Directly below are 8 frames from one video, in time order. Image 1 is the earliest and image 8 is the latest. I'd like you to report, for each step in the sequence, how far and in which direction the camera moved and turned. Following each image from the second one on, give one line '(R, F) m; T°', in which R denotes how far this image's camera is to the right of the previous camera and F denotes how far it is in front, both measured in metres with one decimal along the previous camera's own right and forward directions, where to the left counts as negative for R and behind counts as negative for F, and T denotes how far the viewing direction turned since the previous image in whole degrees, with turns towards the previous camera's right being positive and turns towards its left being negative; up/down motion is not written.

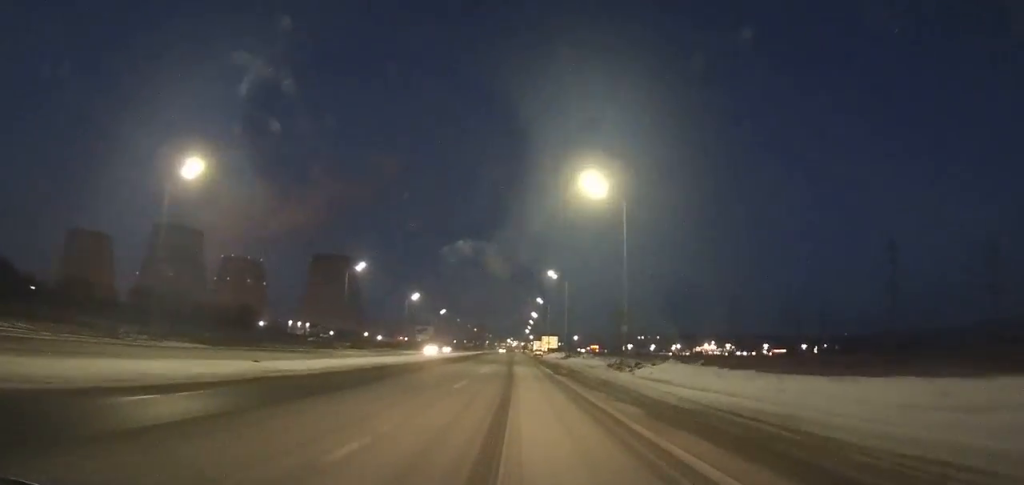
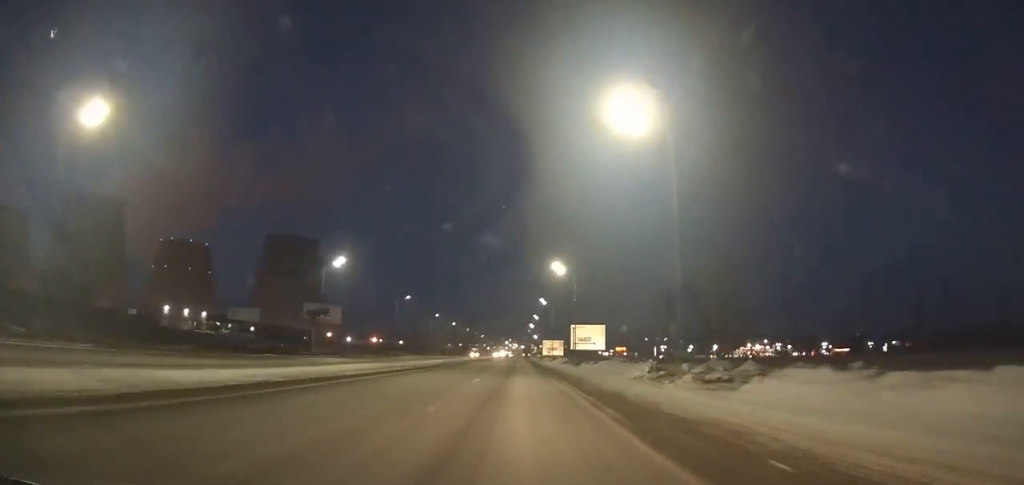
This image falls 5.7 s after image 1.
(-0.2, +99.7) m; 0°
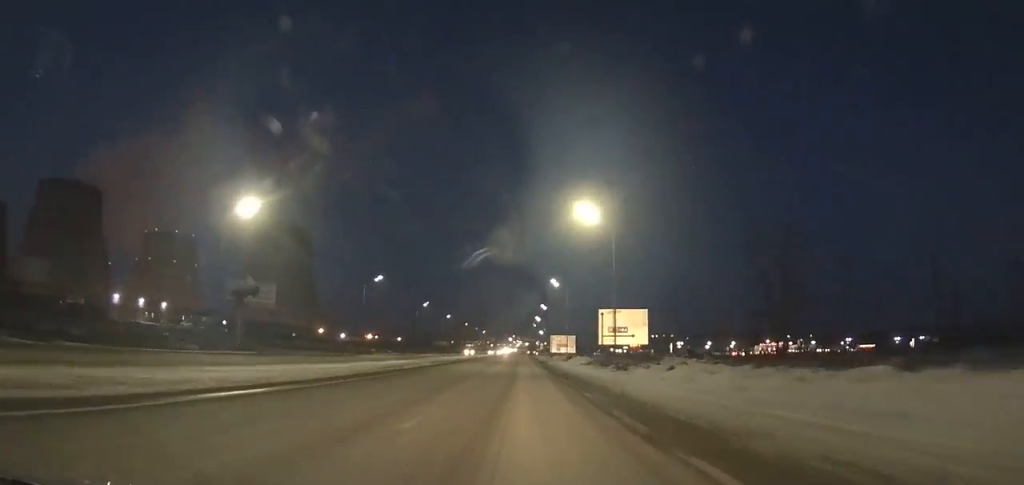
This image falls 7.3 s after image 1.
(0.0, +26.7) m; 0°
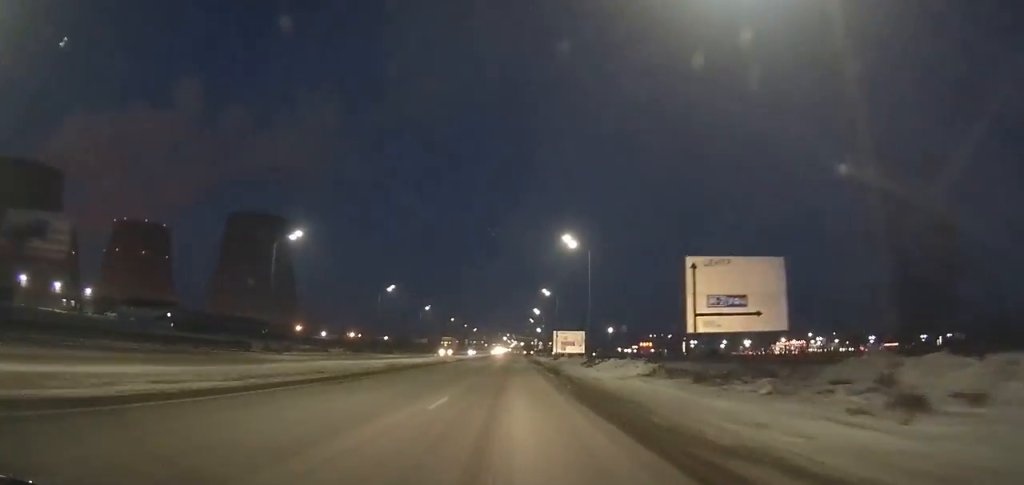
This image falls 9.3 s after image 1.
(+0.1, +32.2) m; 0°
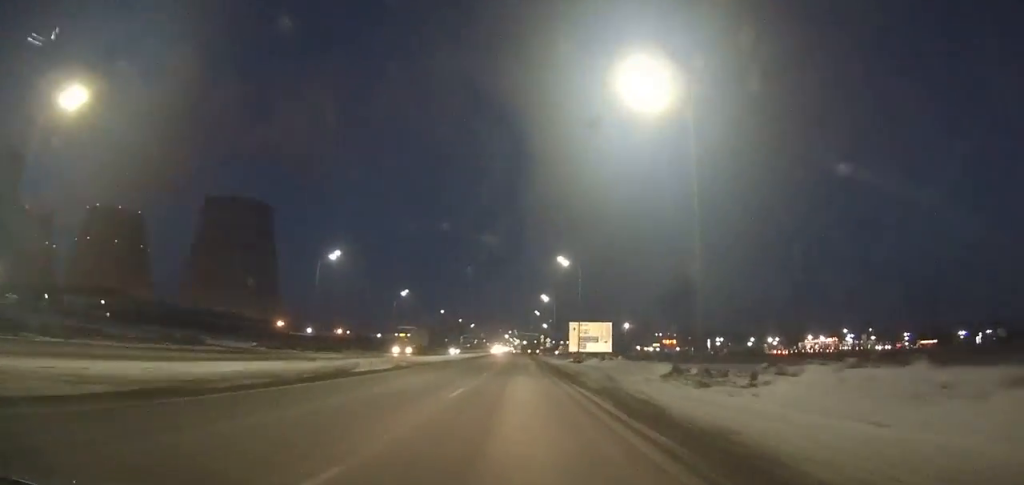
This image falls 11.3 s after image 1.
(0.0, +31.3) m; 0°
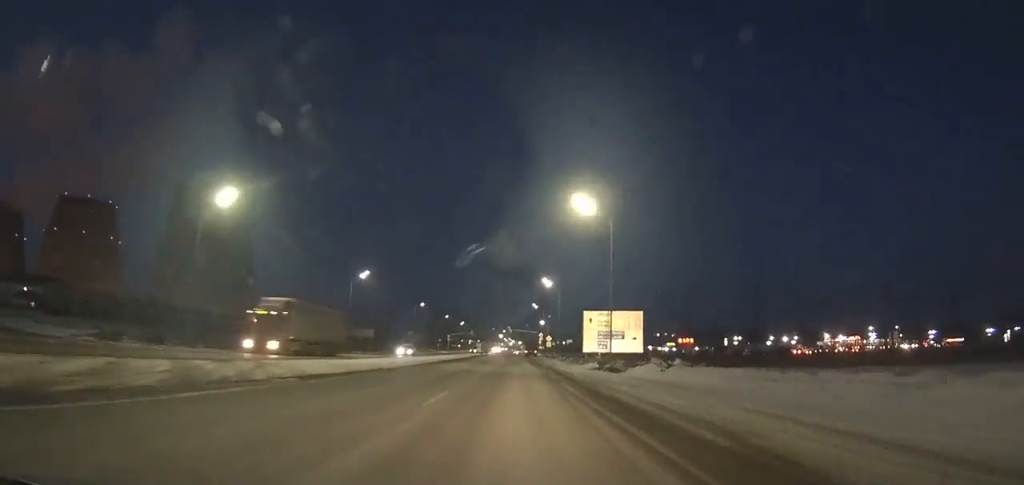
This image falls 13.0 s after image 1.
(+0.1, +25.4) m; 0°
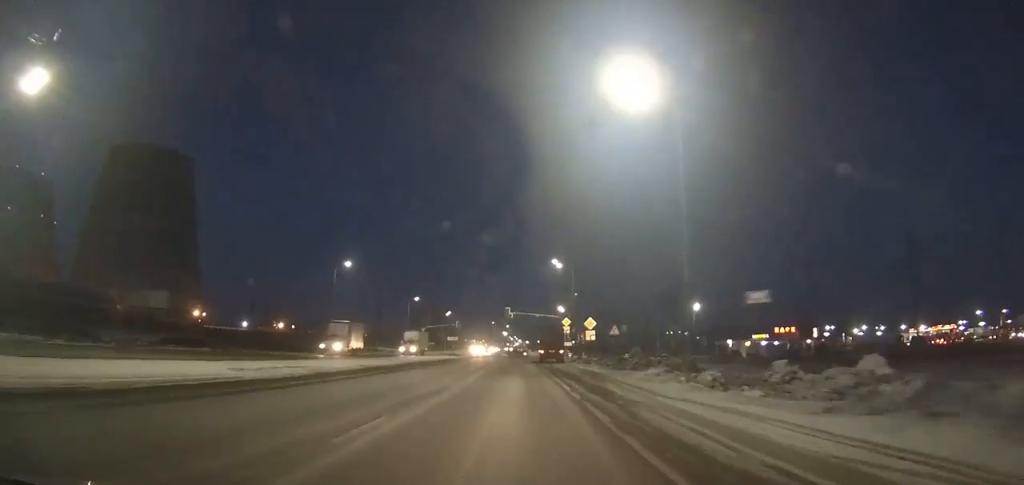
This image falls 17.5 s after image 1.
(-0.3, +60.2) m; -1°
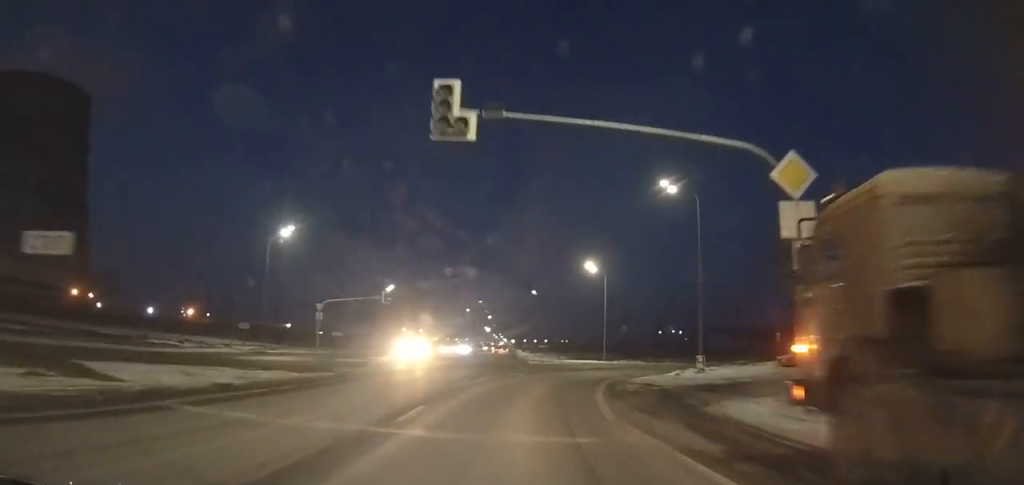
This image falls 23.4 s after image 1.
(+1.2, +57.7) m; +14°
